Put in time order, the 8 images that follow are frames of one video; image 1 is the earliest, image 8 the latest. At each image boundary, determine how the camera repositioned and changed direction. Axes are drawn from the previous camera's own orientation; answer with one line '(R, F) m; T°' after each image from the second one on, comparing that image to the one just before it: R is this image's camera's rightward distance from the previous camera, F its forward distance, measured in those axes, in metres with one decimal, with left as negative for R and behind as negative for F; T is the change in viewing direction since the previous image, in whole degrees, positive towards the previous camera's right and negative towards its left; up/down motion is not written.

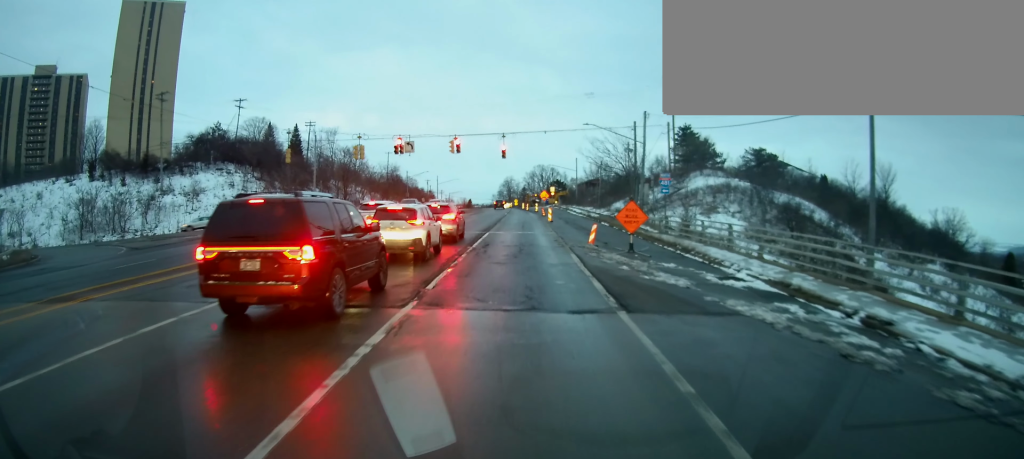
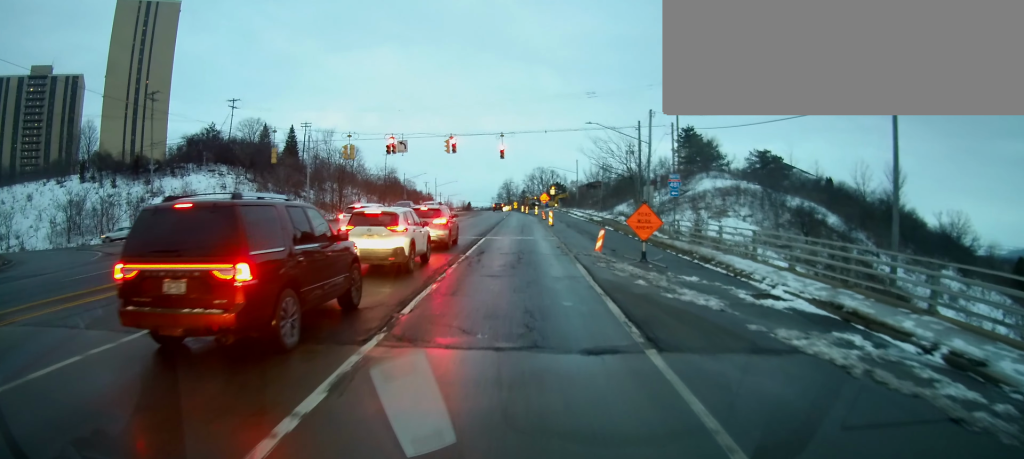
(0.0, +3.4) m; 0°
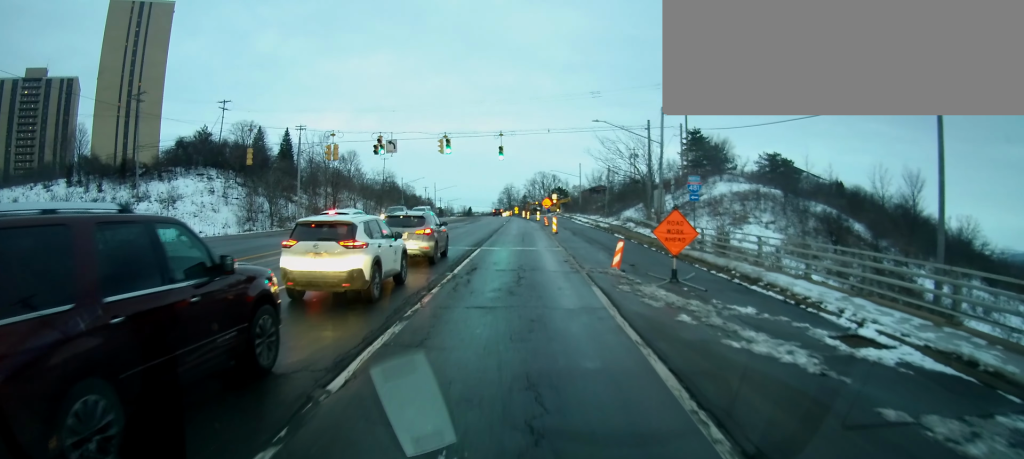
(-0.1, +5.7) m; 0°
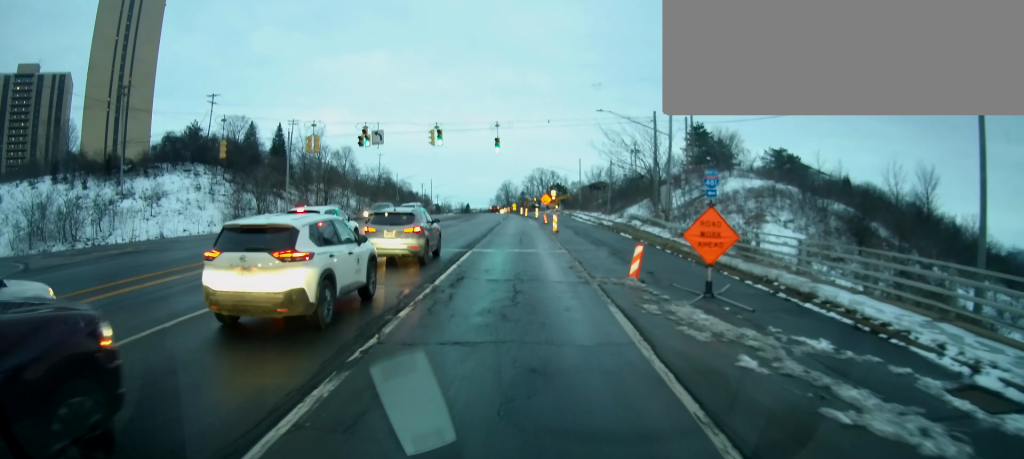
(+0.1, +3.6) m; +3°
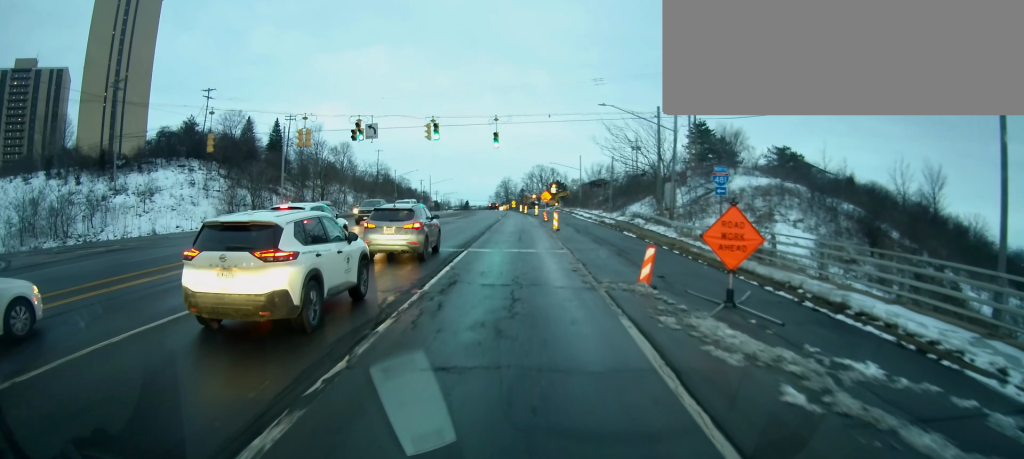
(0.0, +1.2) m; +1°
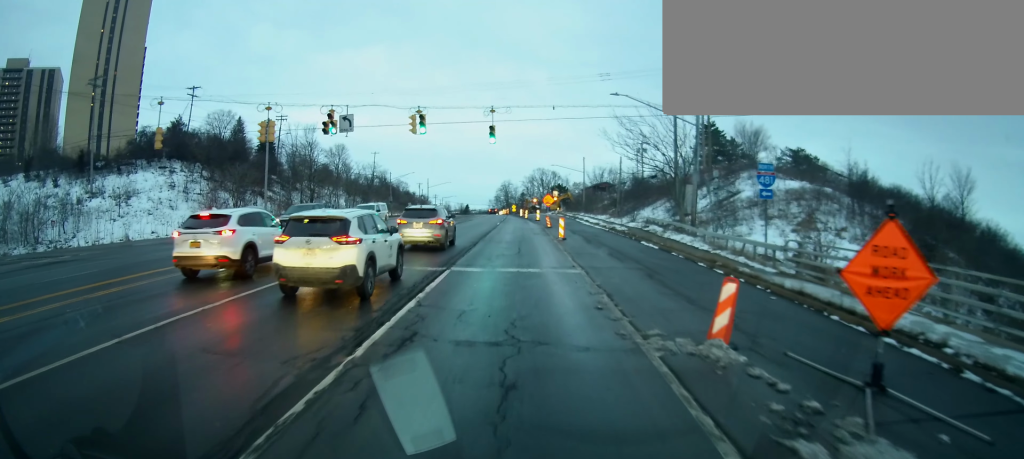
(-0.1, +5.1) m; -2°
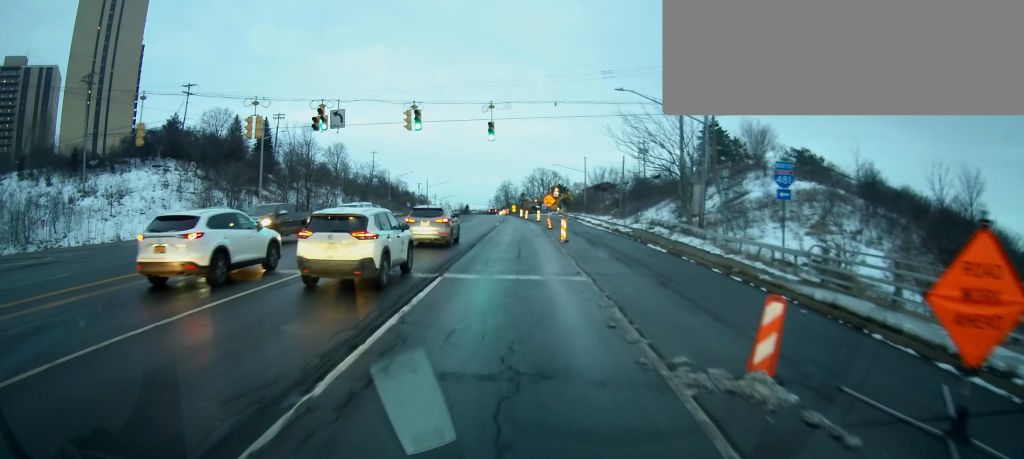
(0.0, +1.3) m; -1°
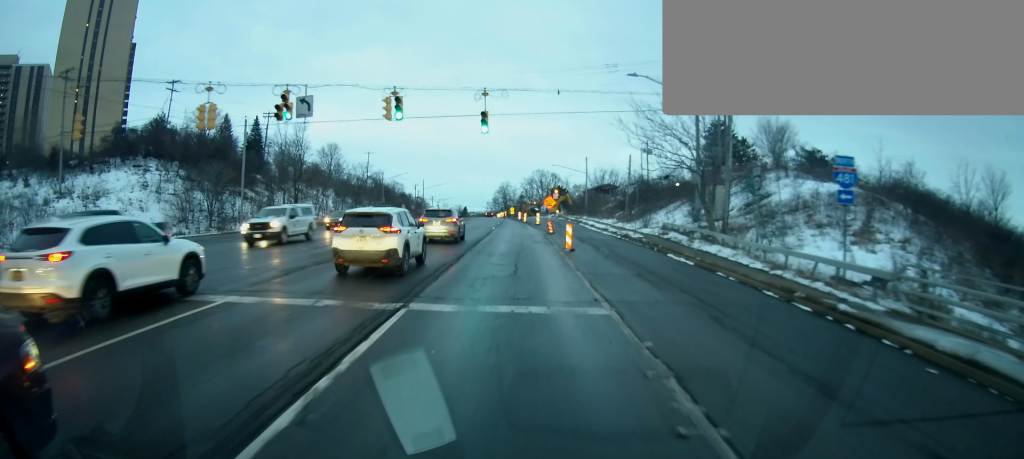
(-0.1, +3.1) m; -1°
